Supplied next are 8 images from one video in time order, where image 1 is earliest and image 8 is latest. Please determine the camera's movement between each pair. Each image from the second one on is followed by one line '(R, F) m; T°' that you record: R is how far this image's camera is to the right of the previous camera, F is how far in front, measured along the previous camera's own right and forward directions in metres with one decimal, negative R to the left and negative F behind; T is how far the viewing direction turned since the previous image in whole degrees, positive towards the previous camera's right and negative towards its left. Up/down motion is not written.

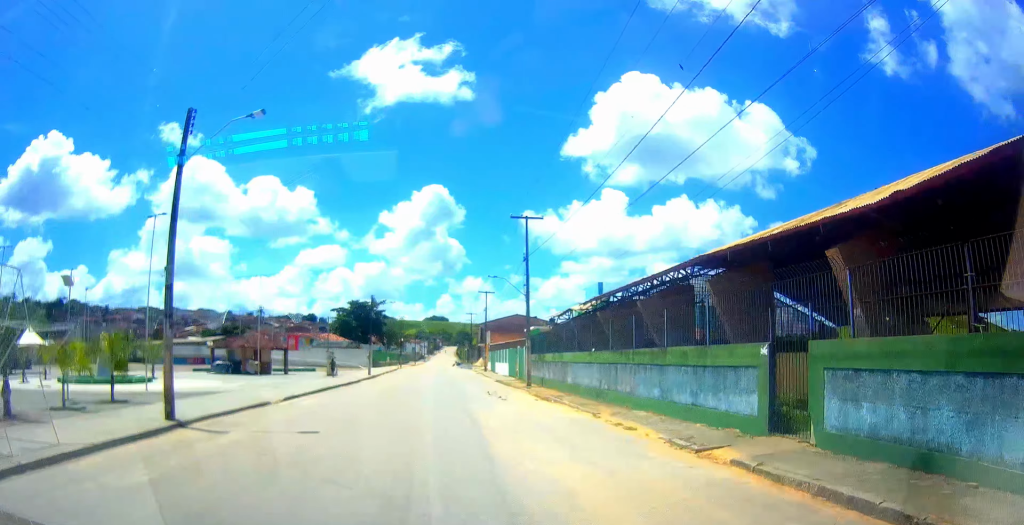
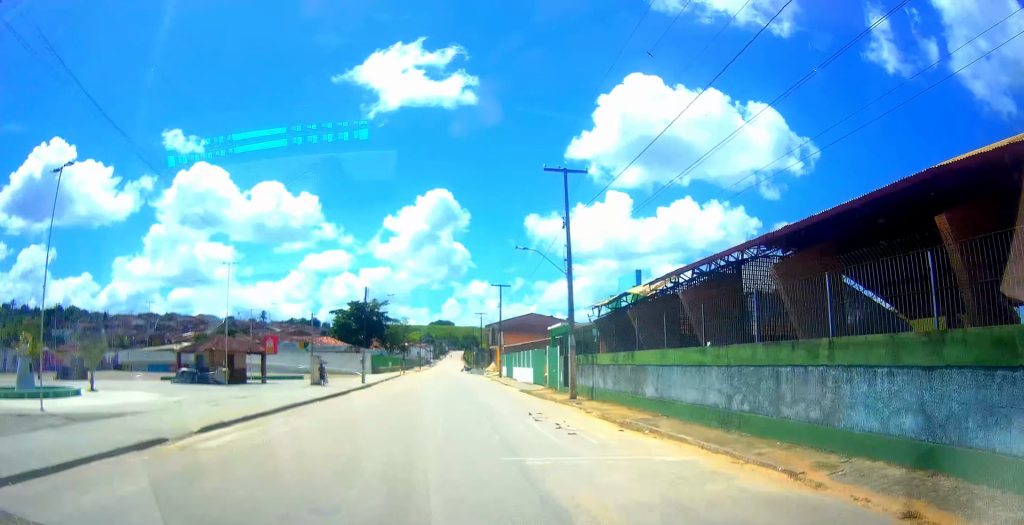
(+0.2, +9.2) m; +3°
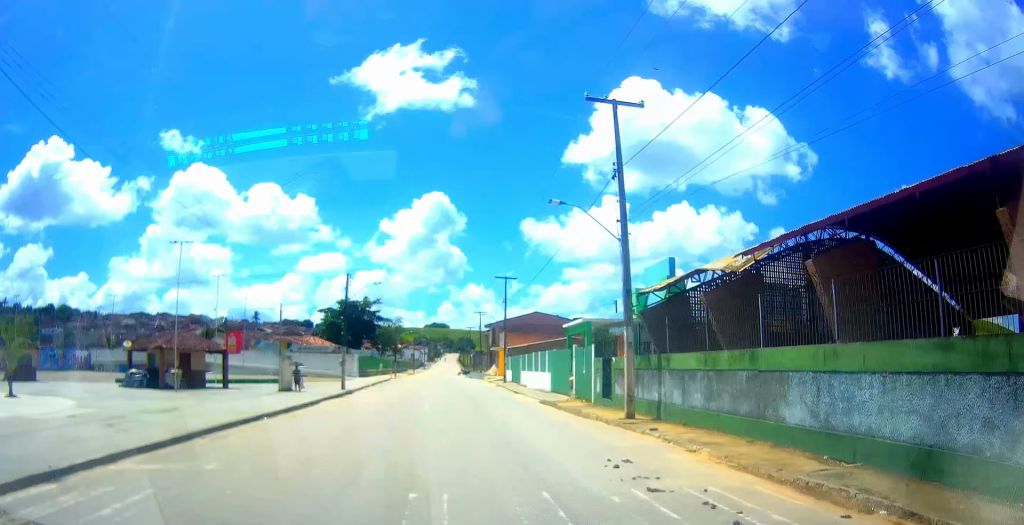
(+0.1, +8.3) m; -1°
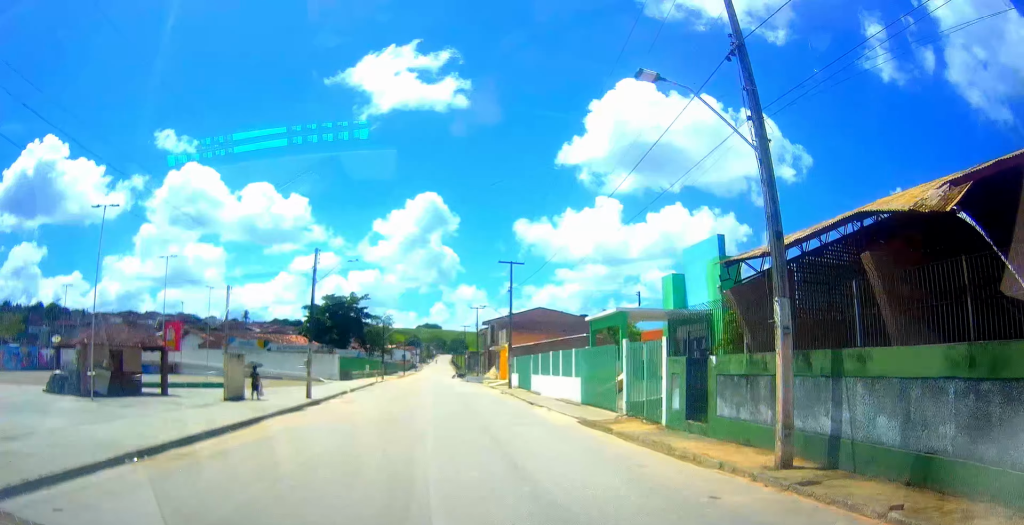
(-0.3, +8.7) m; -2°
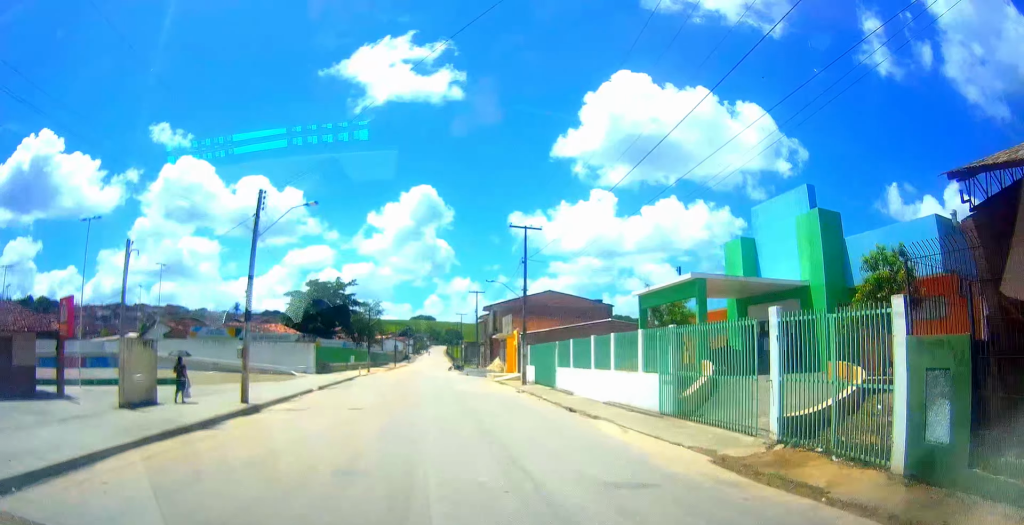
(0.0, +9.5) m; -1°
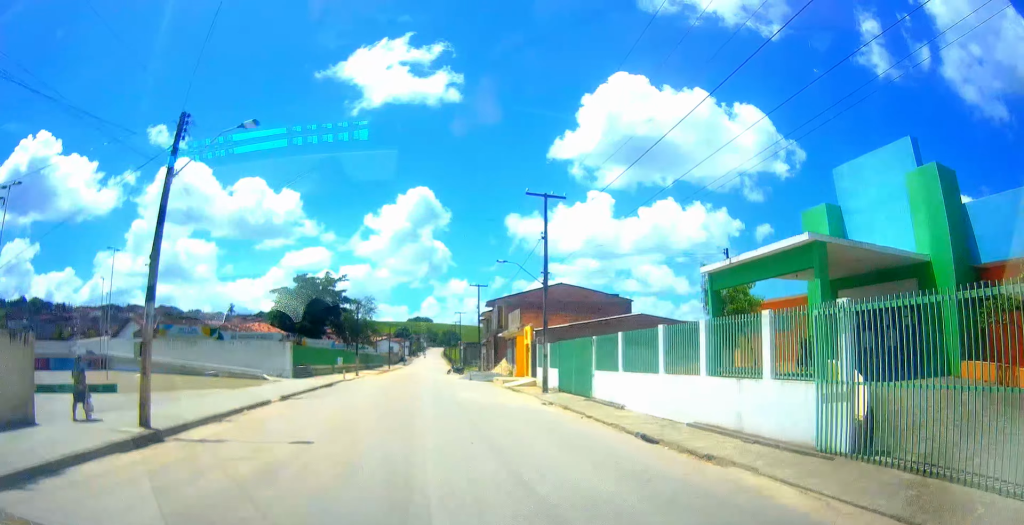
(-0.1, +7.2) m; 0°
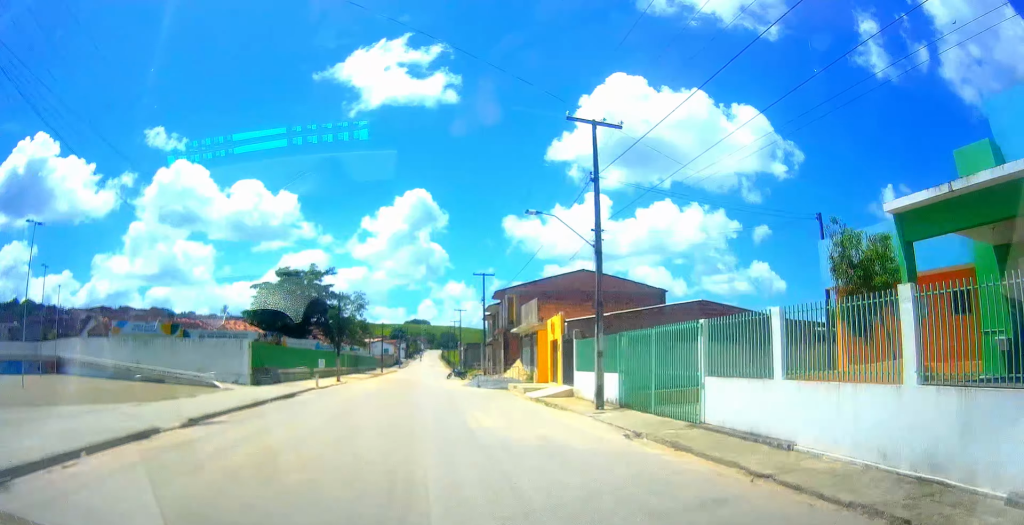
(-0.1, +9.1) m; +1°
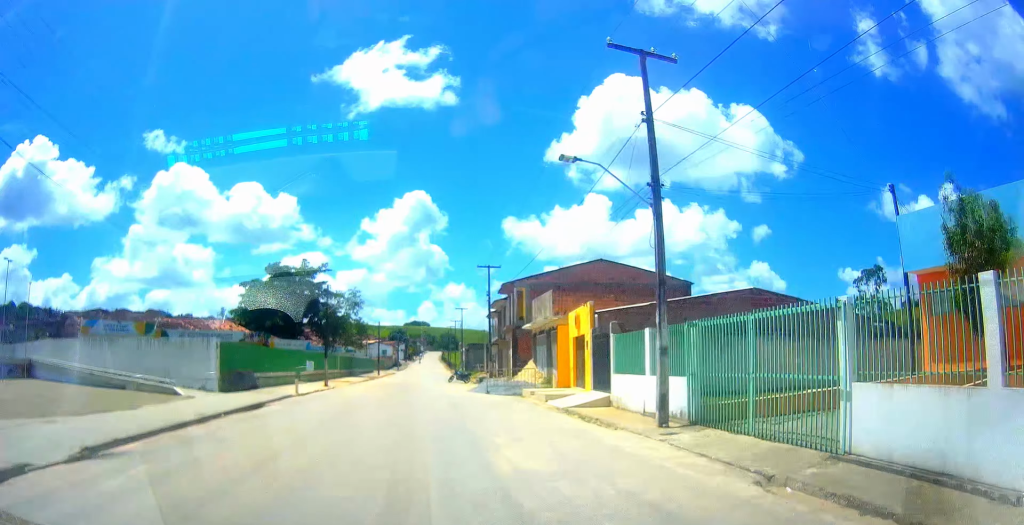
(+0.1, +5.1) m; +1°
